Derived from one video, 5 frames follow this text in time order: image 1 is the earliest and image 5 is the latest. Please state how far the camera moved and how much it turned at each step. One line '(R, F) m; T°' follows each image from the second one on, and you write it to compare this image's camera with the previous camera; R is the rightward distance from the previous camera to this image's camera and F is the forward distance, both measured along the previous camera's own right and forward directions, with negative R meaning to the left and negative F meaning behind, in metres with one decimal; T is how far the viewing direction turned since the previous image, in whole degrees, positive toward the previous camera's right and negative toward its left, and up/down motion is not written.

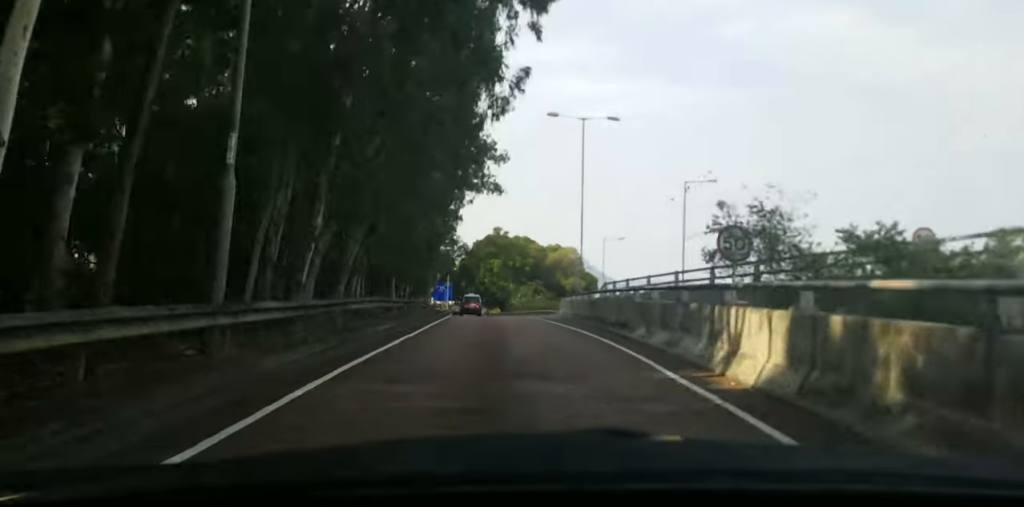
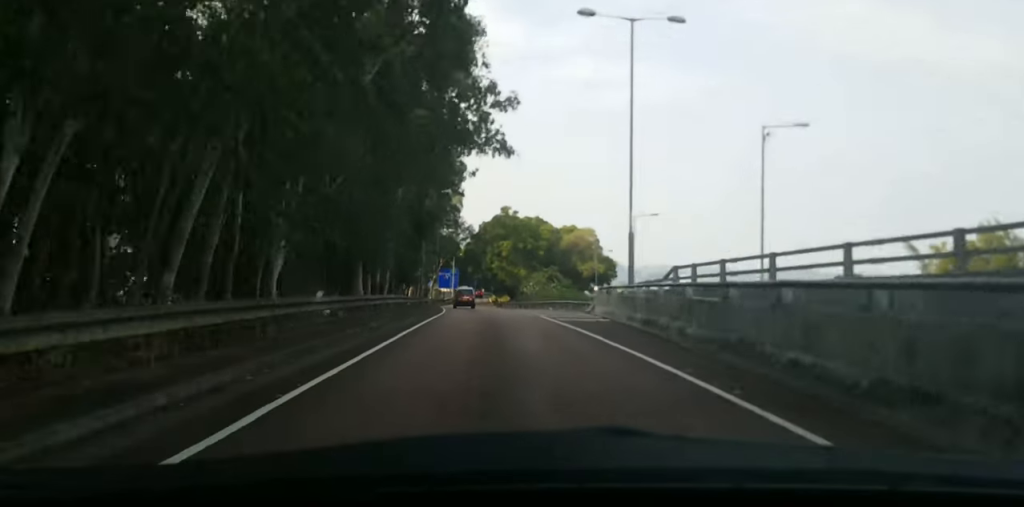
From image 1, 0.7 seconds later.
(+0.1, +14.4) m; -2°
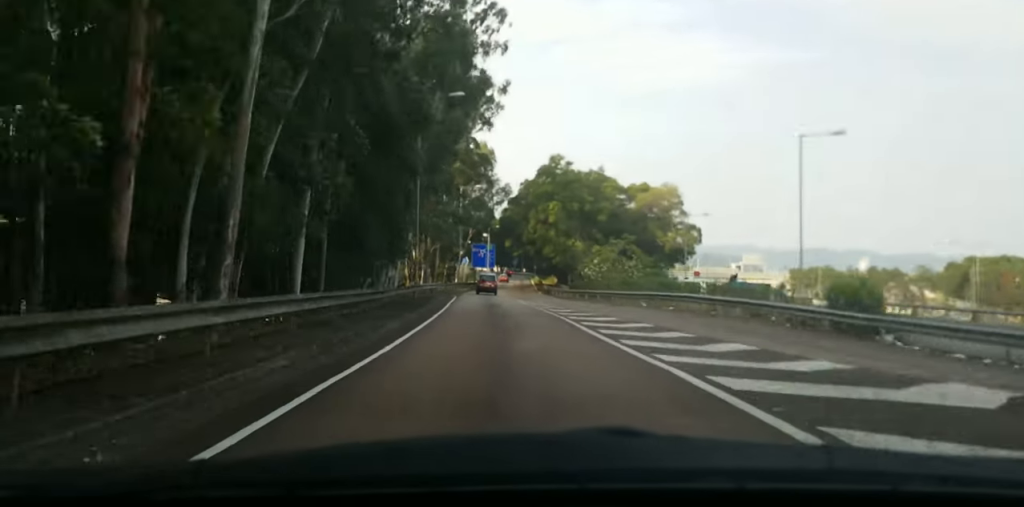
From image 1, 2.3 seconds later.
(-1.5, +31.3) m; -4°
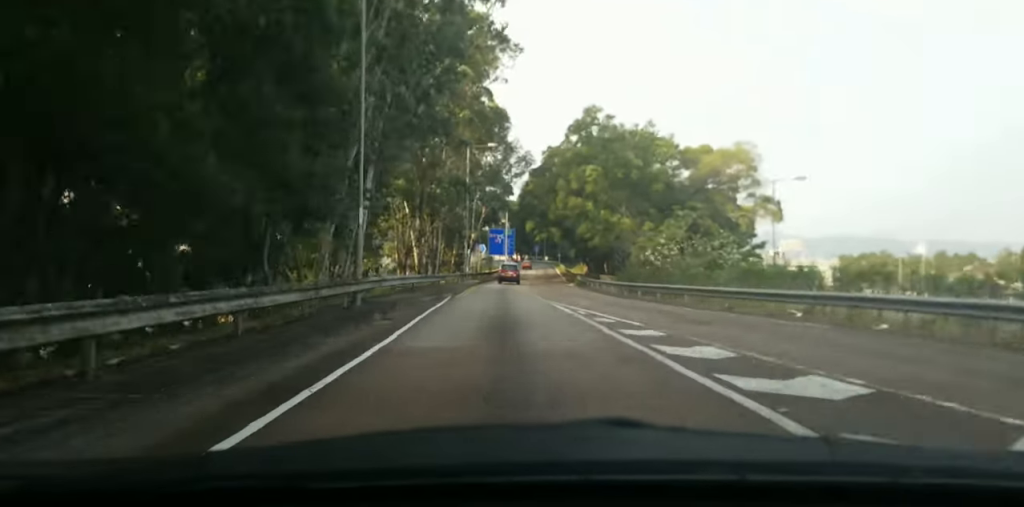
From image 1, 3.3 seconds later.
(-0.3, +19.2) m; -1°
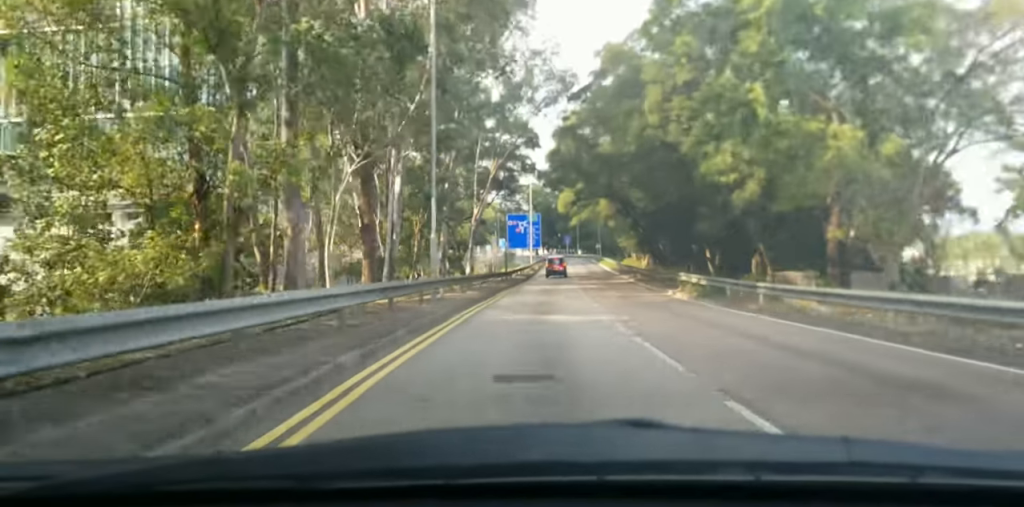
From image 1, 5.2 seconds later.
(+0.1, +35.0) m; 0°
